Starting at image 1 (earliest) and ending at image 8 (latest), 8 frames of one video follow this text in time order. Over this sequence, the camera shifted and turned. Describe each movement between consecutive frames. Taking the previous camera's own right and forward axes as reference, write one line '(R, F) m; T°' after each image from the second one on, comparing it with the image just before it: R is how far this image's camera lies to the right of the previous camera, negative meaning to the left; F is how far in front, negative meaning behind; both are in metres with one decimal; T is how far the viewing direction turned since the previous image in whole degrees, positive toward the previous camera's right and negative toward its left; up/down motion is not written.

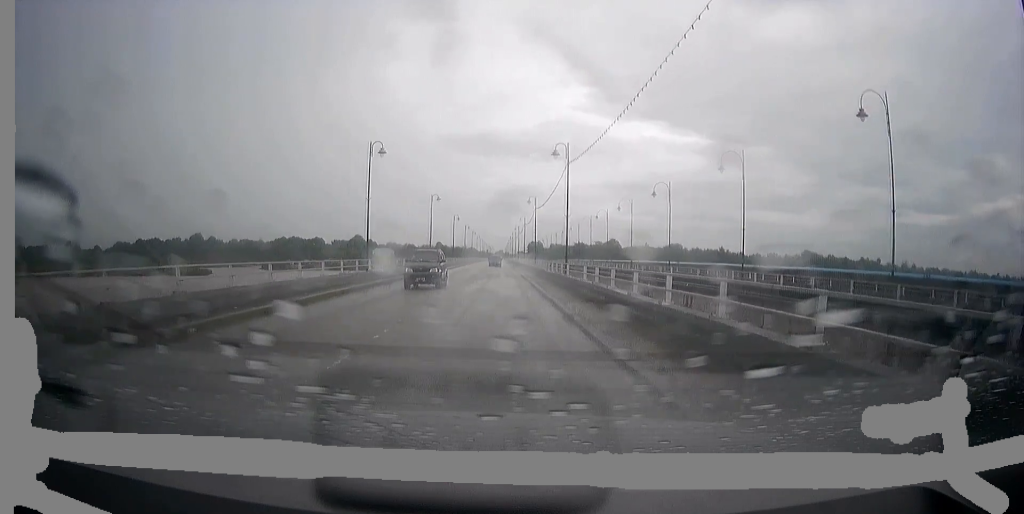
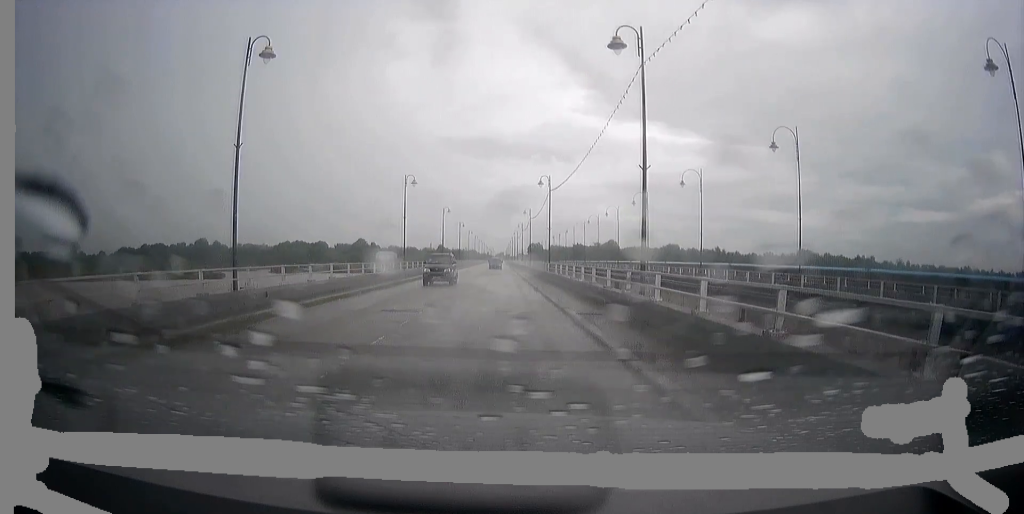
(-0.1, +12.7) m; 0°
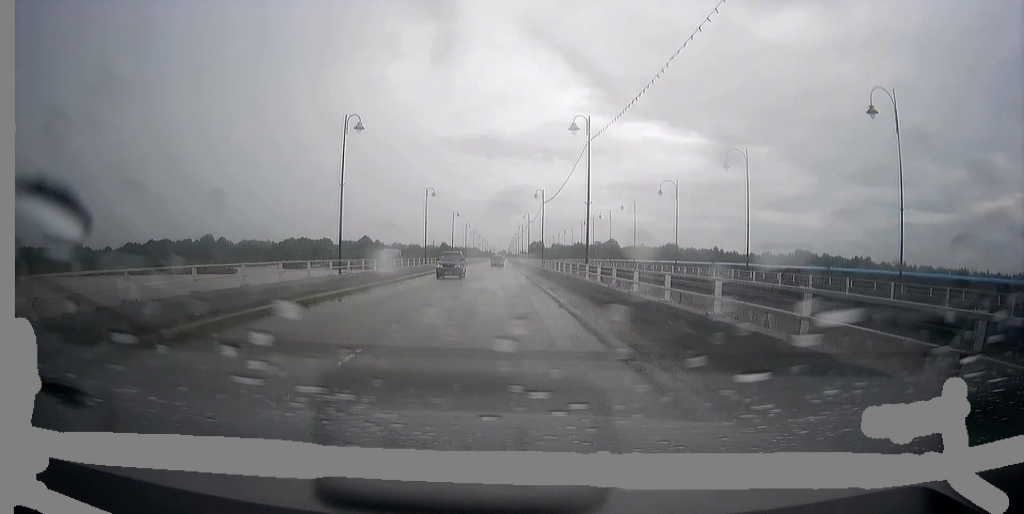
(+0.1, +10.9) m; 0°
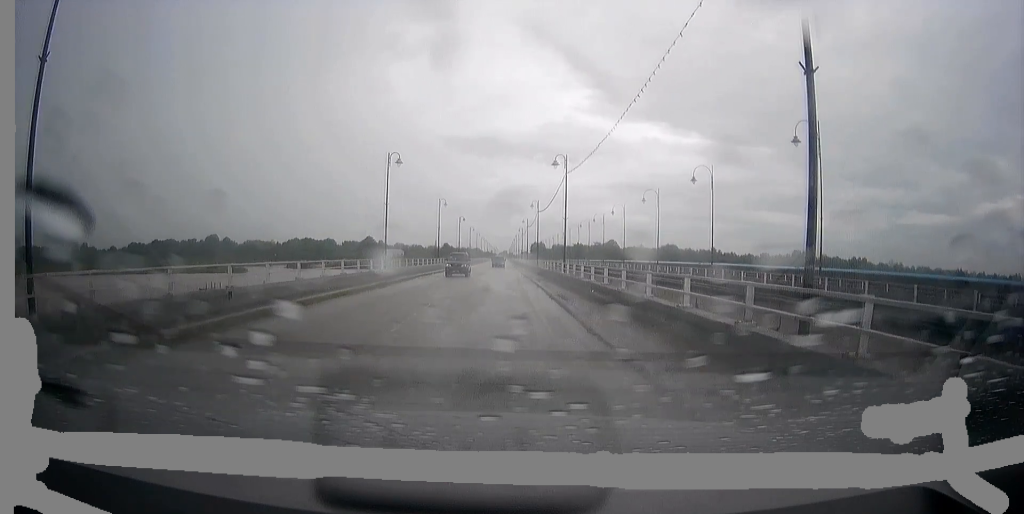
(0.0, +10.9) m; 0°
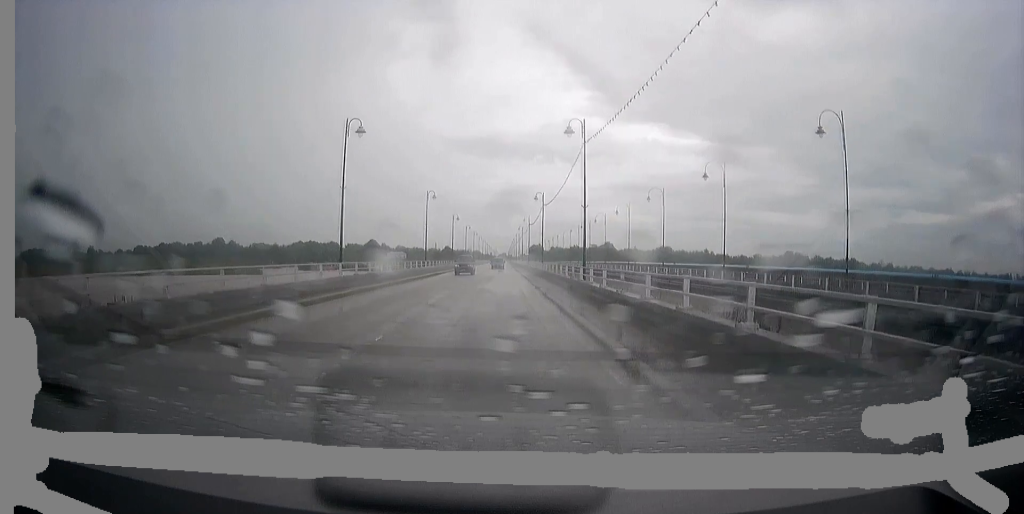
(0.0, +20.3) m; 0°
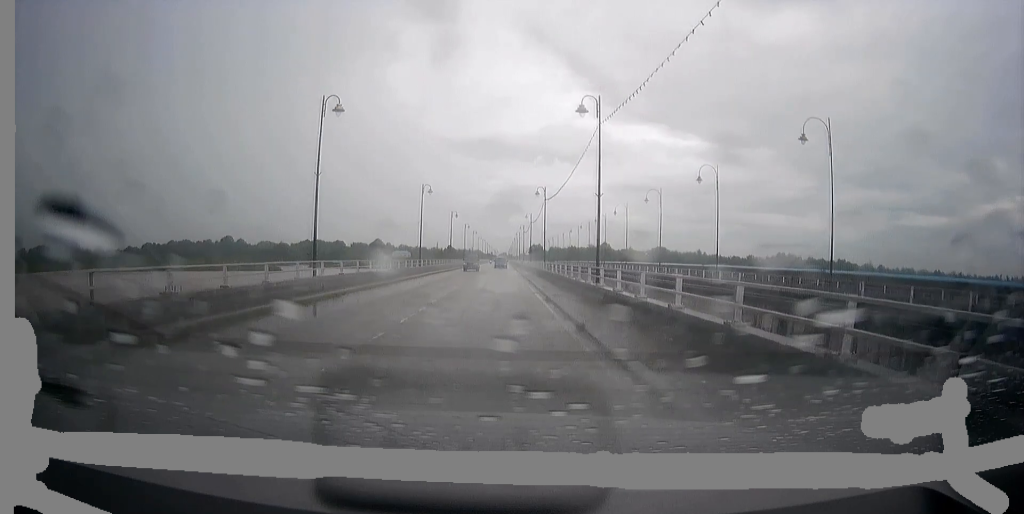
(0.0, +27.4) m; 0°
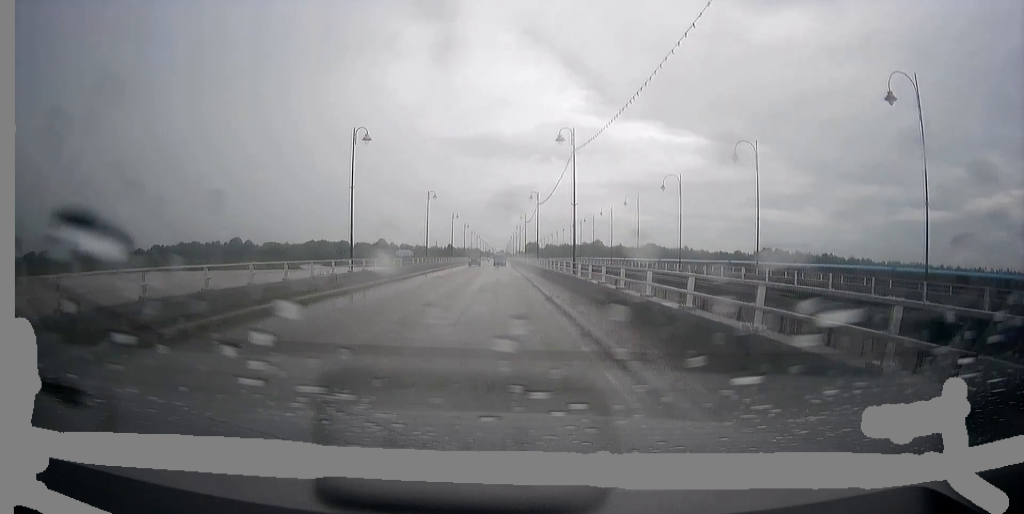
(-0.1, +37.2) m; 0°
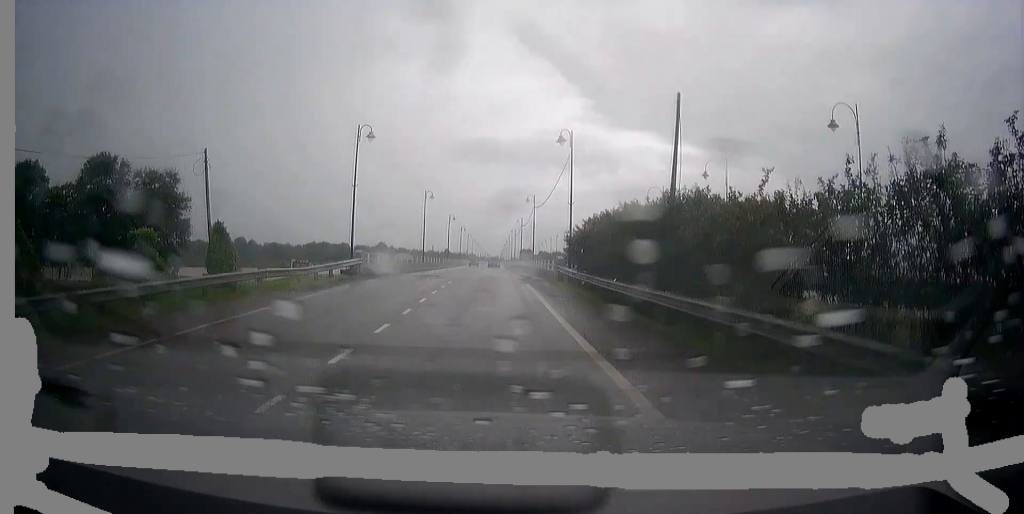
(-0.1, +33.4) m; 0°
